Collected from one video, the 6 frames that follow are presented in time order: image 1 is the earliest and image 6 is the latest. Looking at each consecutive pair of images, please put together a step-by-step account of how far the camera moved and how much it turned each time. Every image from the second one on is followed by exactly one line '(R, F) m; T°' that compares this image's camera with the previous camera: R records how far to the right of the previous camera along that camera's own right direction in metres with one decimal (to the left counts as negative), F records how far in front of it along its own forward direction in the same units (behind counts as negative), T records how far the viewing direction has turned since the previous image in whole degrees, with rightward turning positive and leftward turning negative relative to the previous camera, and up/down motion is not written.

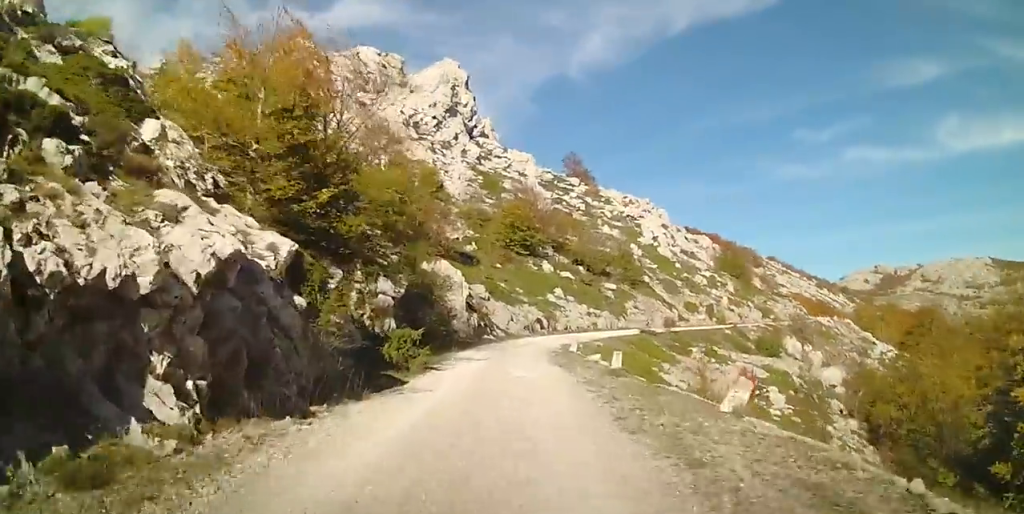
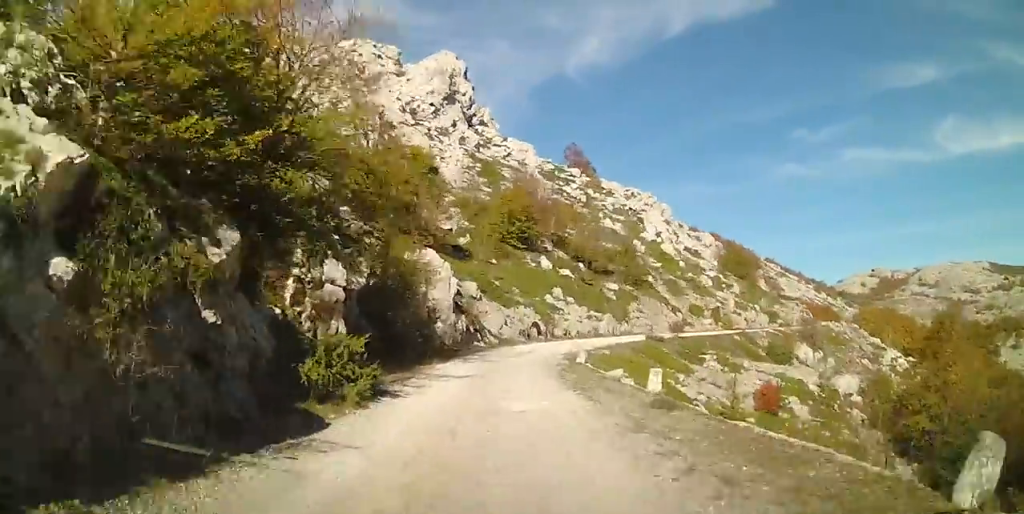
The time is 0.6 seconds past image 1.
(0.0, +4.9) m; 0°
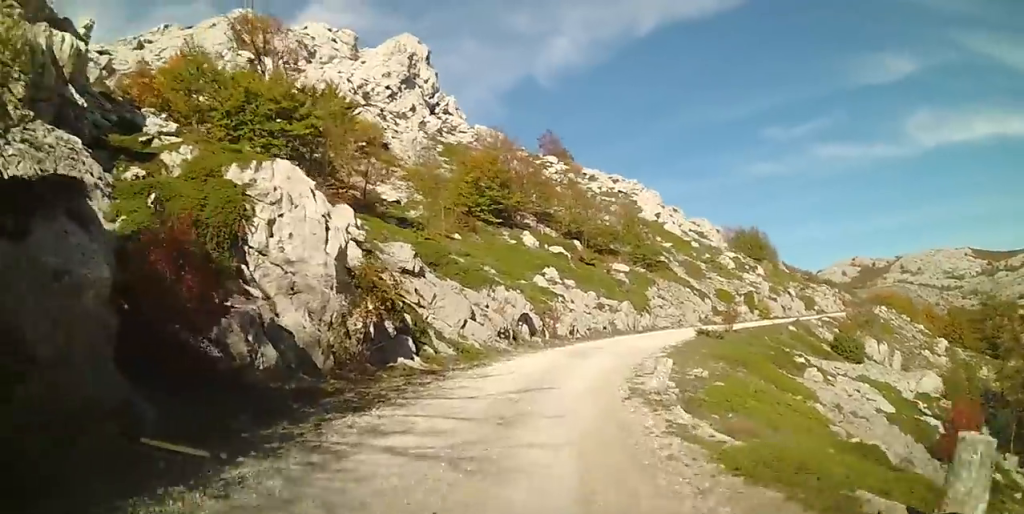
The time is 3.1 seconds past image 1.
(+0.2, +19.3) m; +3°
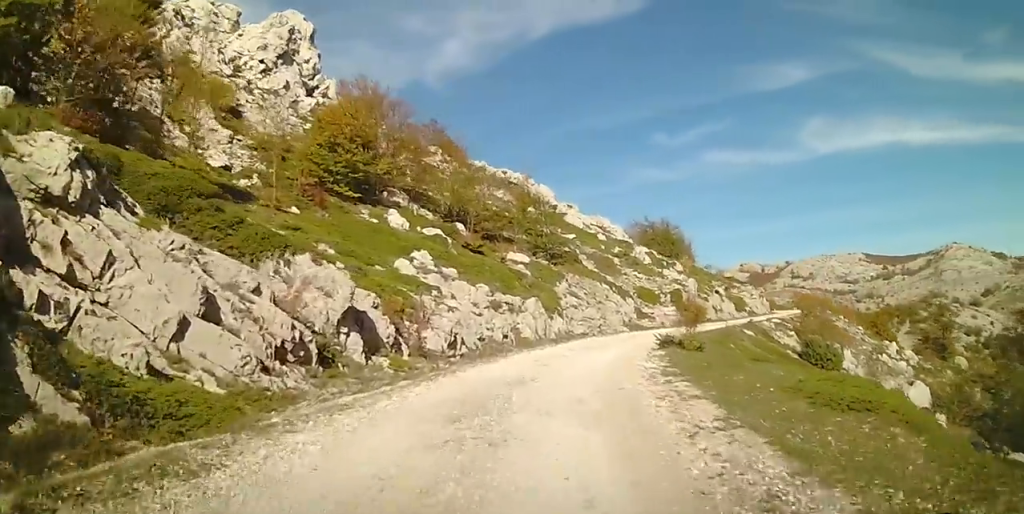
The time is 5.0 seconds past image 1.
(+1.7, +13.4) m; +13°
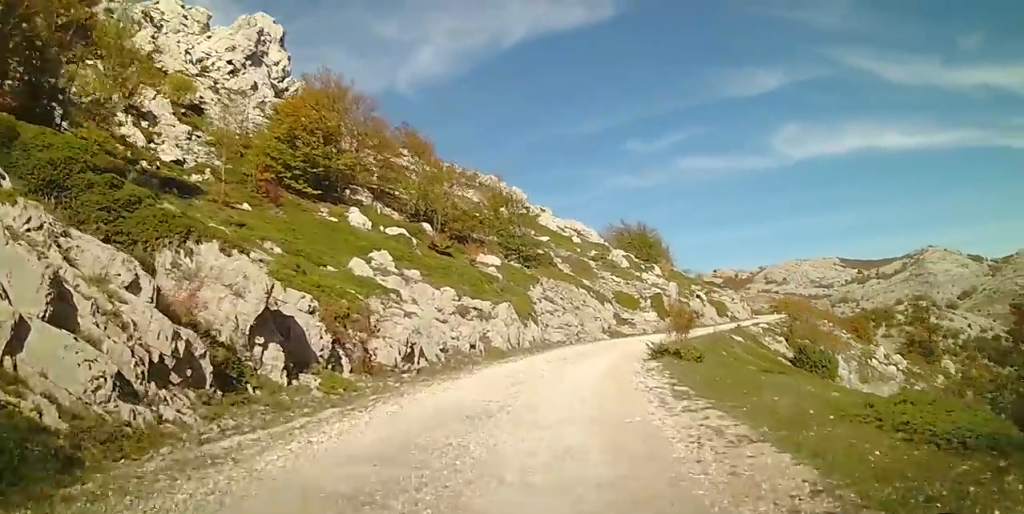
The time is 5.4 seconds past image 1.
(0.0, +2.9) m; +1°
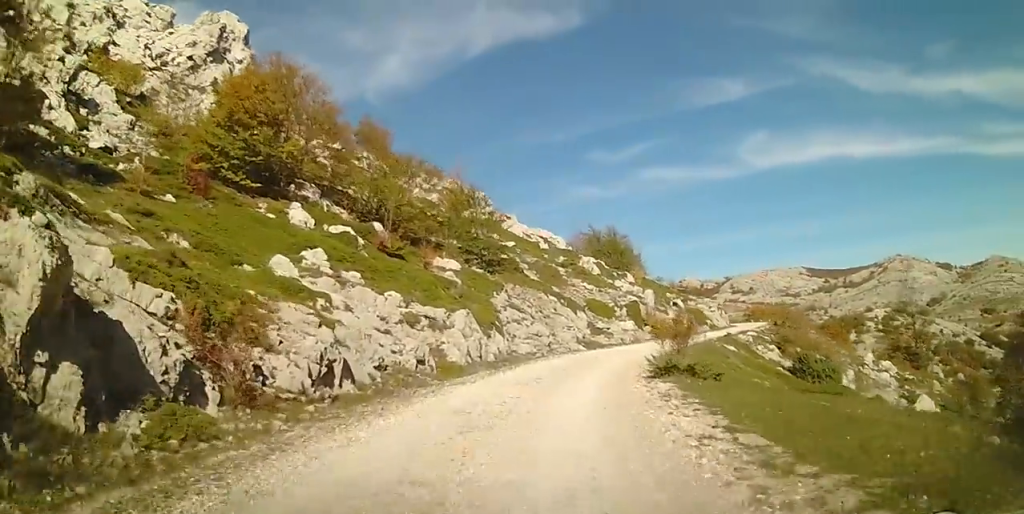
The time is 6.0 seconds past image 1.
(0.0, +4.3) m; +3°
